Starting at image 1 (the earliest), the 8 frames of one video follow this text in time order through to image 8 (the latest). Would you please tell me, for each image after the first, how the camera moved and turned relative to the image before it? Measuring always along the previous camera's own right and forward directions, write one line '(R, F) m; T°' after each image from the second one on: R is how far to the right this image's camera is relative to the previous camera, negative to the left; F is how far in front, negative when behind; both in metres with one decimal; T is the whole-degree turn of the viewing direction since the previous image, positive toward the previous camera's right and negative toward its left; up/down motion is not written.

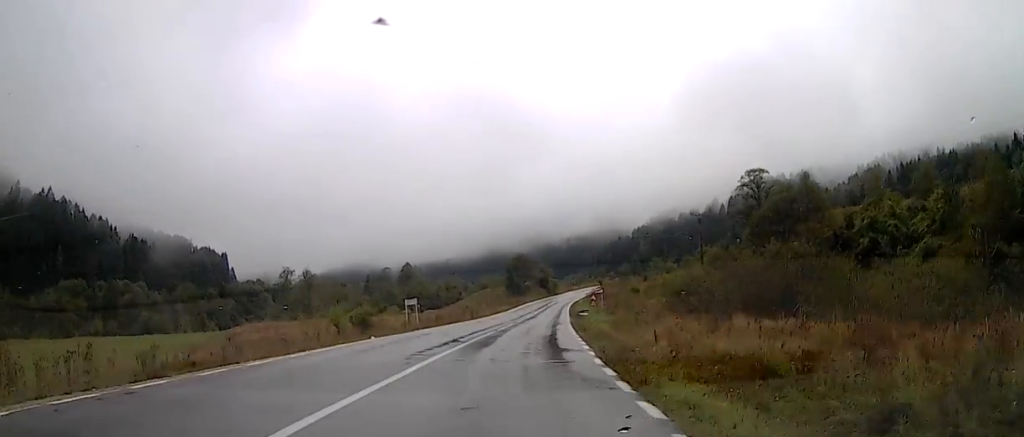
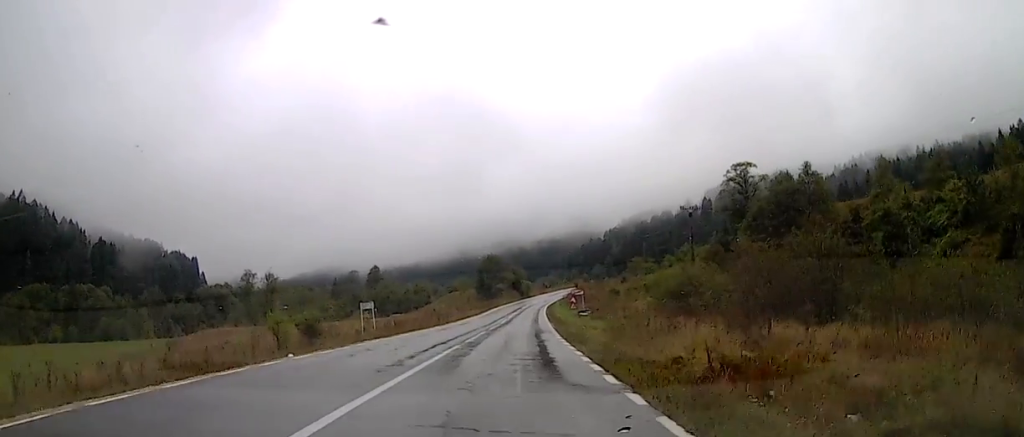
(+0.3, +7.1) m; 0°
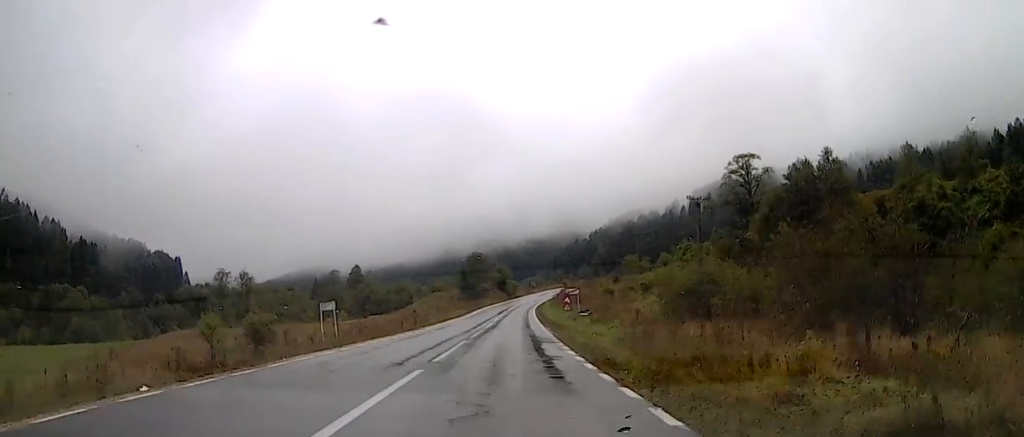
(0.0, +6.9) m; +1°
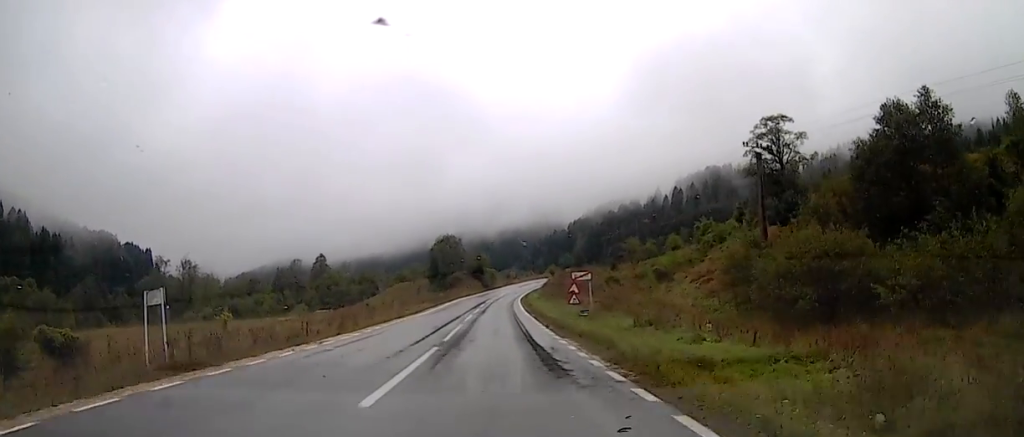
(+0.4, +18.8) m; +5°
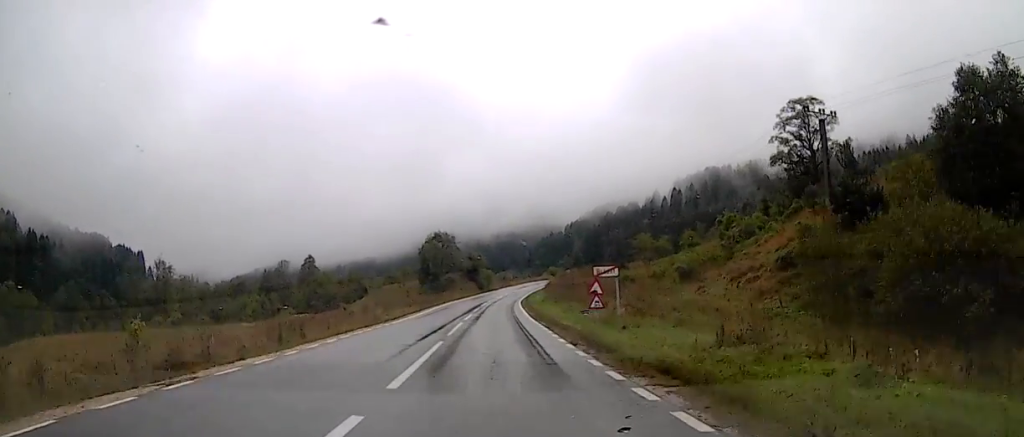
(+0.5, +10.5) m; +3°
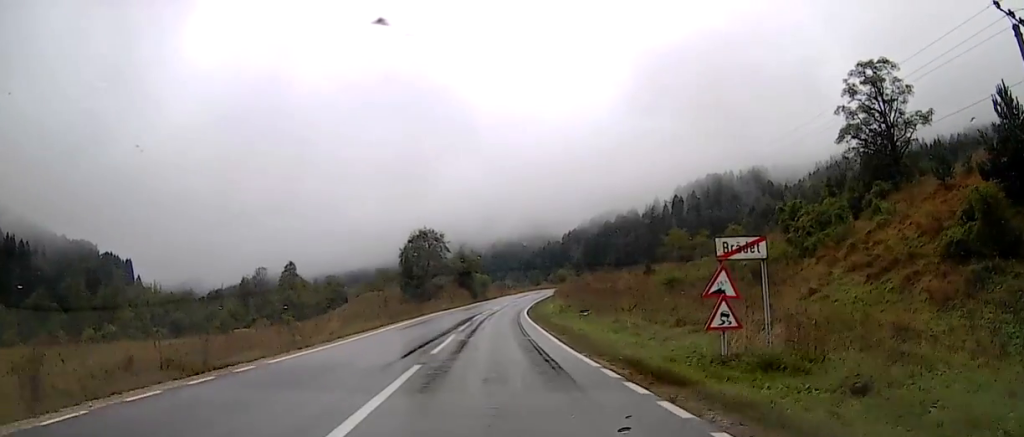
(0.0, +18.6) m; 0°
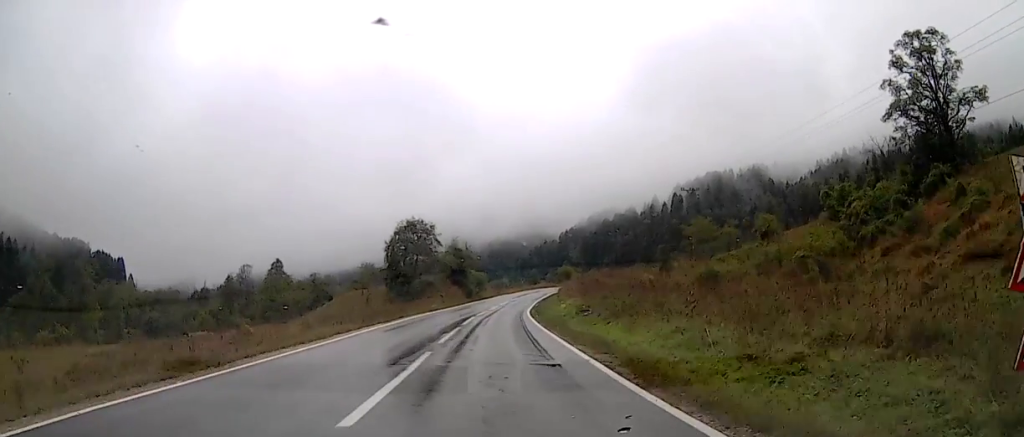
(0.0, +10.5) m; 0°
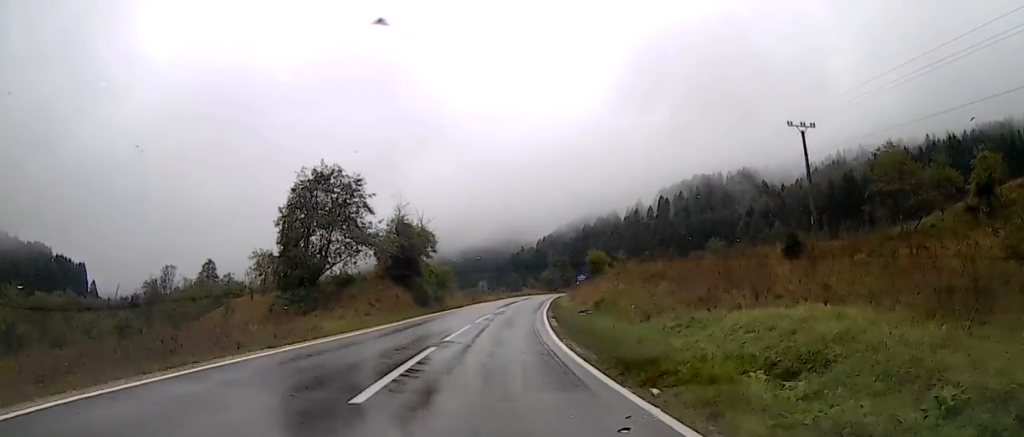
(+0.4, +34.8) m; +3°
